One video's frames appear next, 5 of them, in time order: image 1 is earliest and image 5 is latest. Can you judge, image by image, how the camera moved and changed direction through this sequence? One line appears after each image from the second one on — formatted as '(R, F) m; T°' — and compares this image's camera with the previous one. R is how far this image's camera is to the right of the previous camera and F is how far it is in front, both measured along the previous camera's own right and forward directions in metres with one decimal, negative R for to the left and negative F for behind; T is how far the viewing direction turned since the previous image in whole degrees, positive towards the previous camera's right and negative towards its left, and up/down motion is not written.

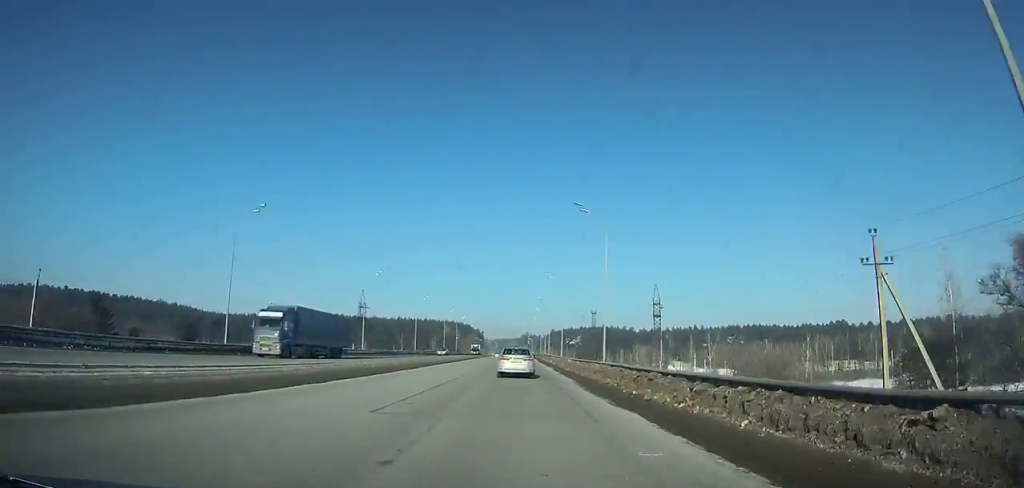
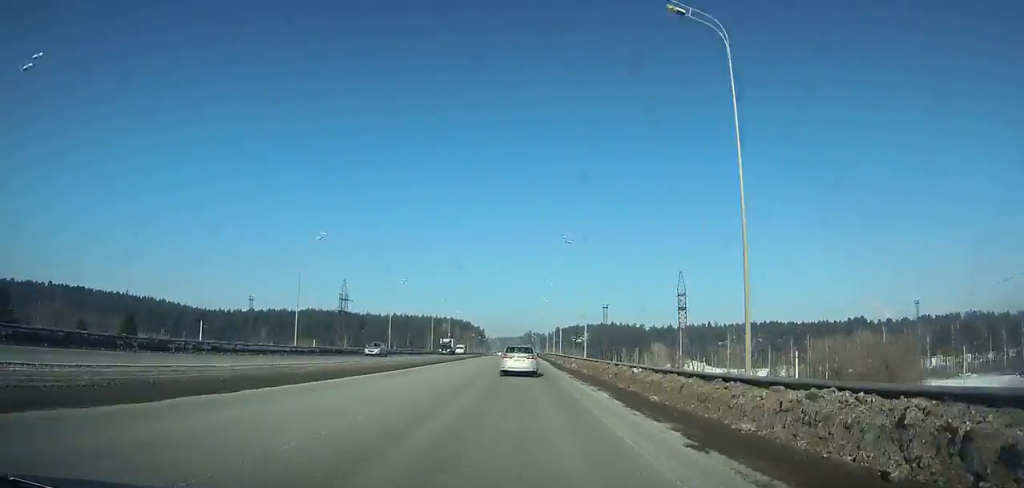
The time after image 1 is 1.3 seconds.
(0.0, +26.0) m; 0°
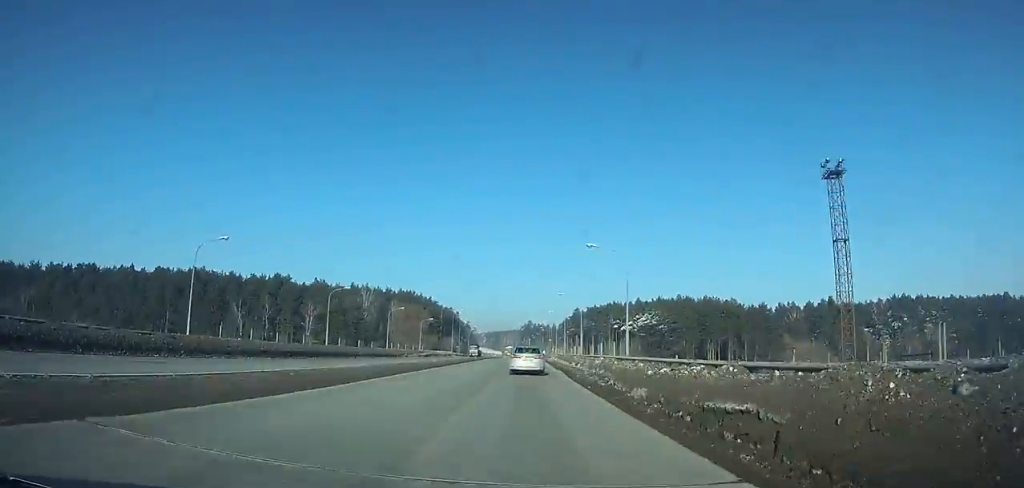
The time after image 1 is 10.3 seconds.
(+0.8, +173.9) m; +1°
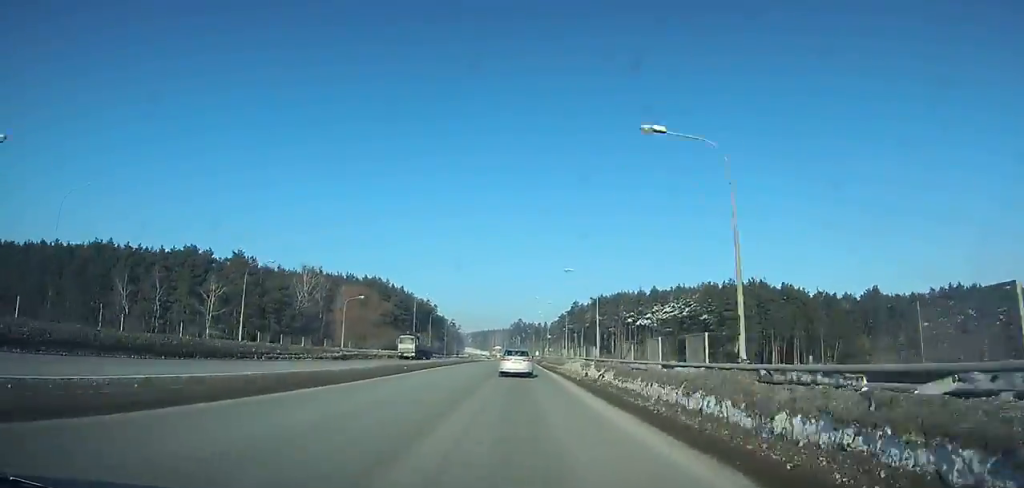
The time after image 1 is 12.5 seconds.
(+0.1, +41.6) m; 0°
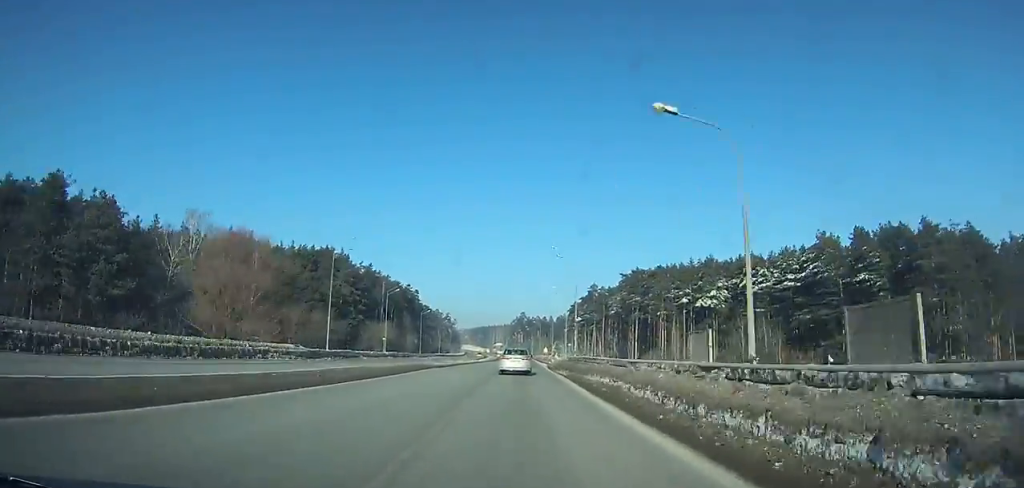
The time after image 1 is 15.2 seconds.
(+0.2, +51.2) m; 0°
